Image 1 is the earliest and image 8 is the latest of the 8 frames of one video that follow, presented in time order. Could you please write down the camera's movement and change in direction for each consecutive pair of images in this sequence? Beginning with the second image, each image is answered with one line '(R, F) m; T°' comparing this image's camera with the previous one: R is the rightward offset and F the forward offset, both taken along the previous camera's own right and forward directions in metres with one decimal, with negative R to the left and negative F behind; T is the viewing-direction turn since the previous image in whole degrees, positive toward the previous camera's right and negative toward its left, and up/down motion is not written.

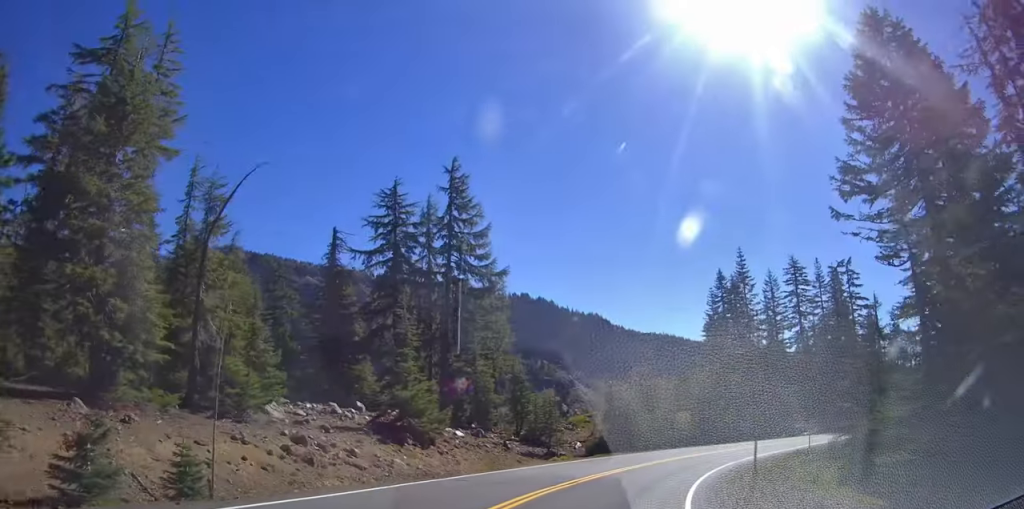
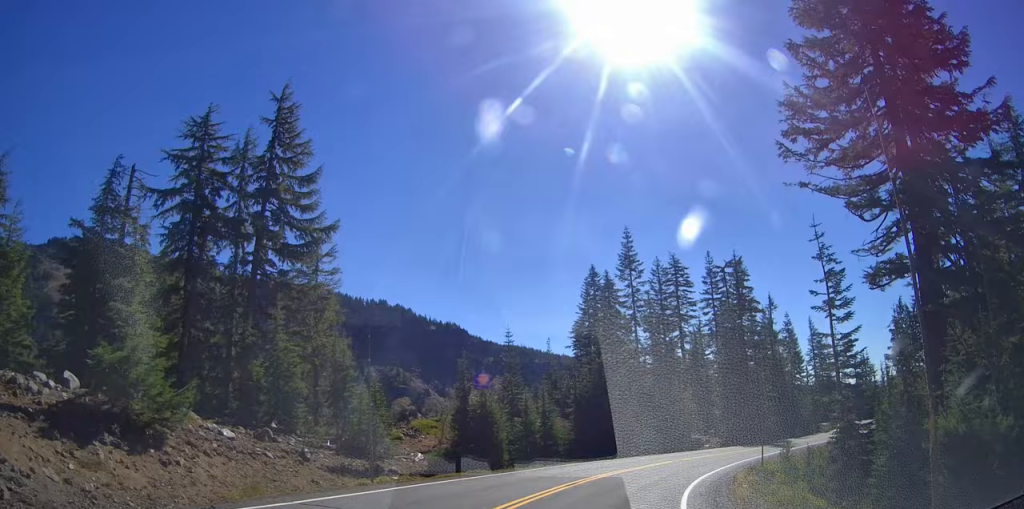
(+1.5, +10.7) m; +21°
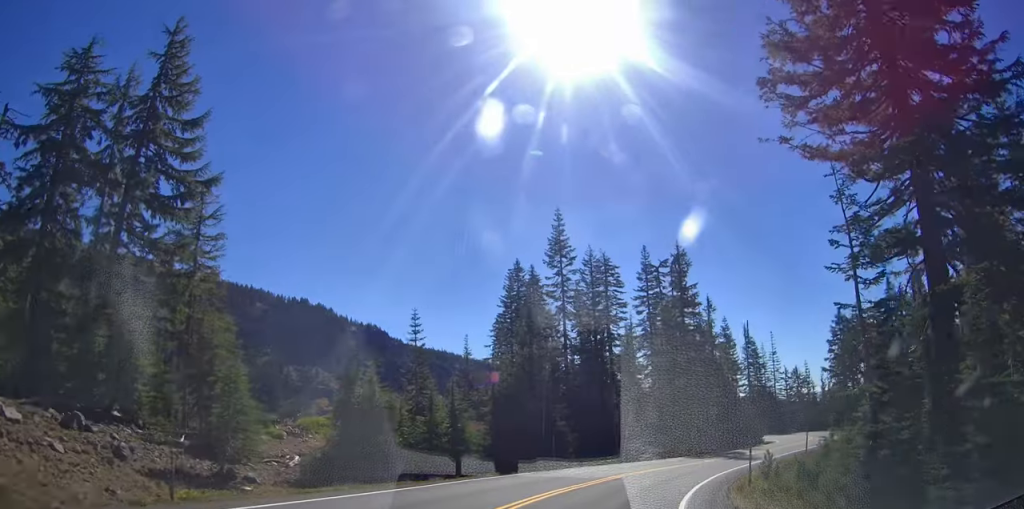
(+1.0, +5.7) m; +14°
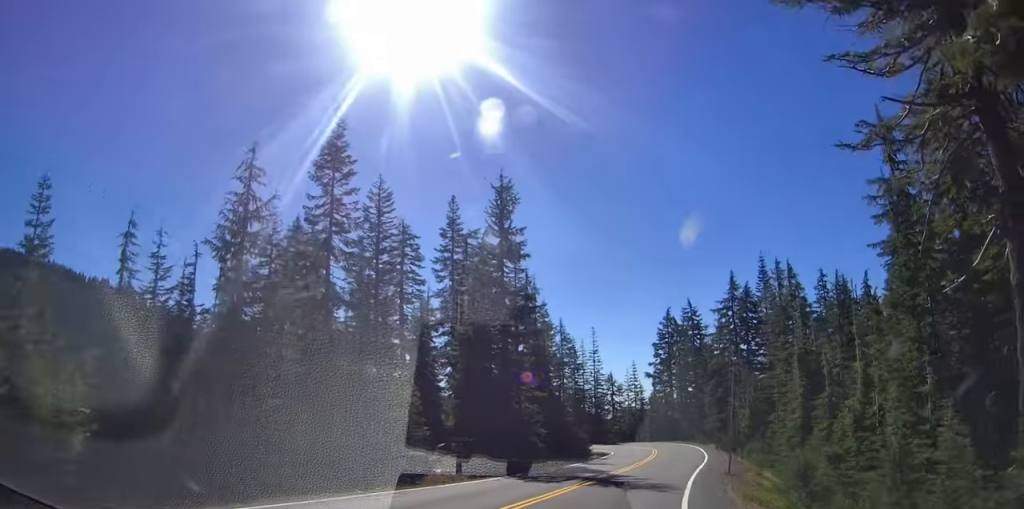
(+1.3, +15.1) m; +5°
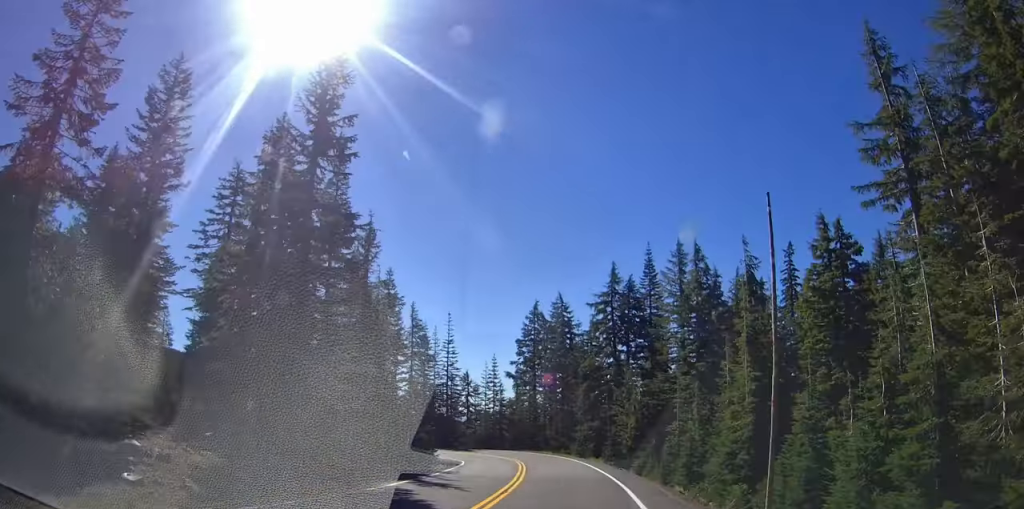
(0.0, +12.9) m; 0°
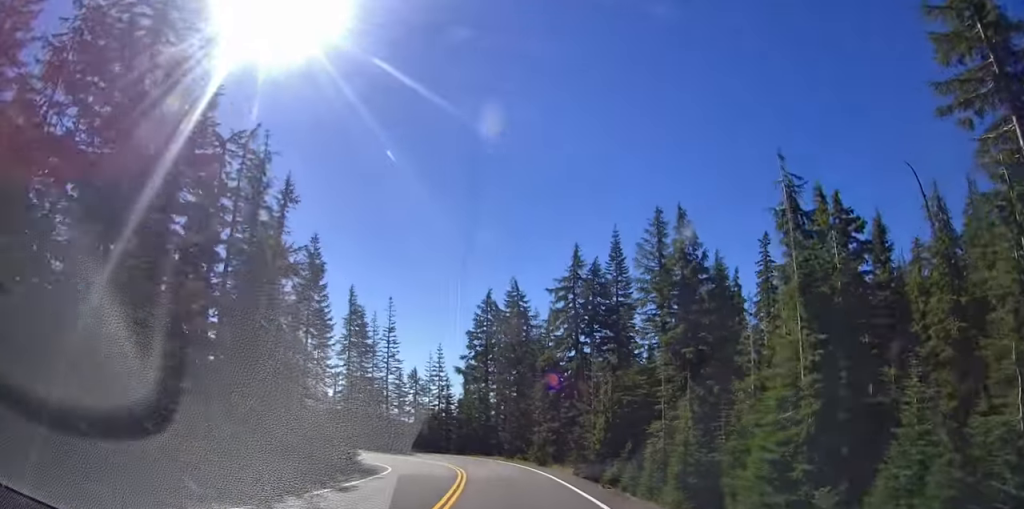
(0.0, +9.4) m; 0°
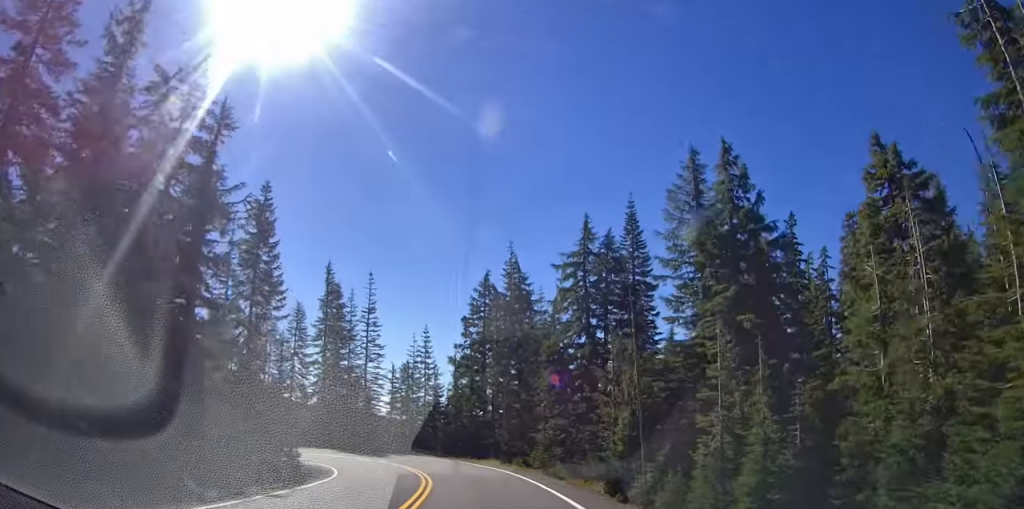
(0.0, +10.6) m; +5°
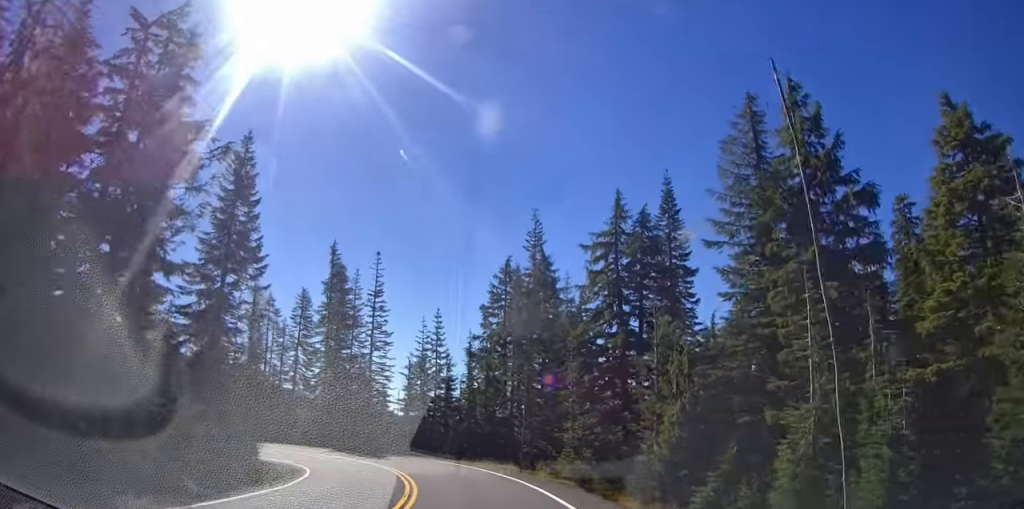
(+0.1, +6.7) m; +2°
